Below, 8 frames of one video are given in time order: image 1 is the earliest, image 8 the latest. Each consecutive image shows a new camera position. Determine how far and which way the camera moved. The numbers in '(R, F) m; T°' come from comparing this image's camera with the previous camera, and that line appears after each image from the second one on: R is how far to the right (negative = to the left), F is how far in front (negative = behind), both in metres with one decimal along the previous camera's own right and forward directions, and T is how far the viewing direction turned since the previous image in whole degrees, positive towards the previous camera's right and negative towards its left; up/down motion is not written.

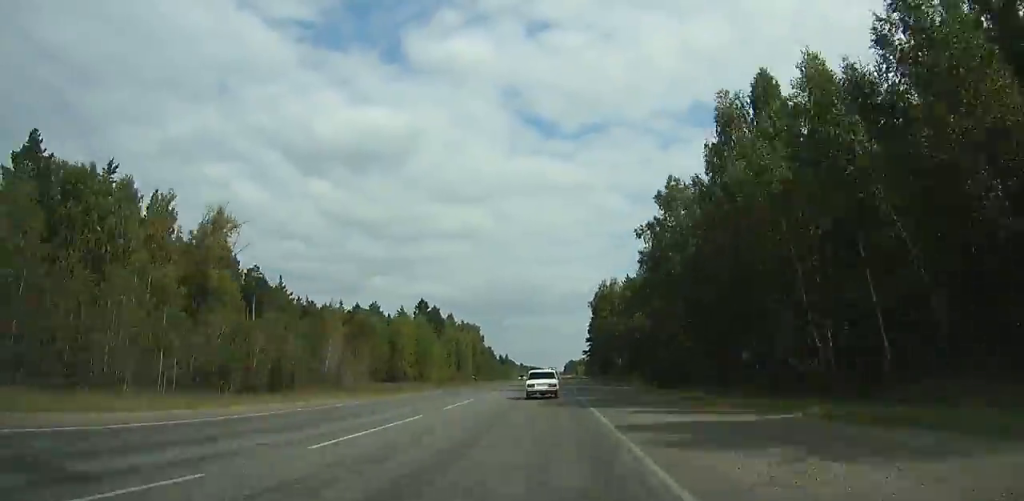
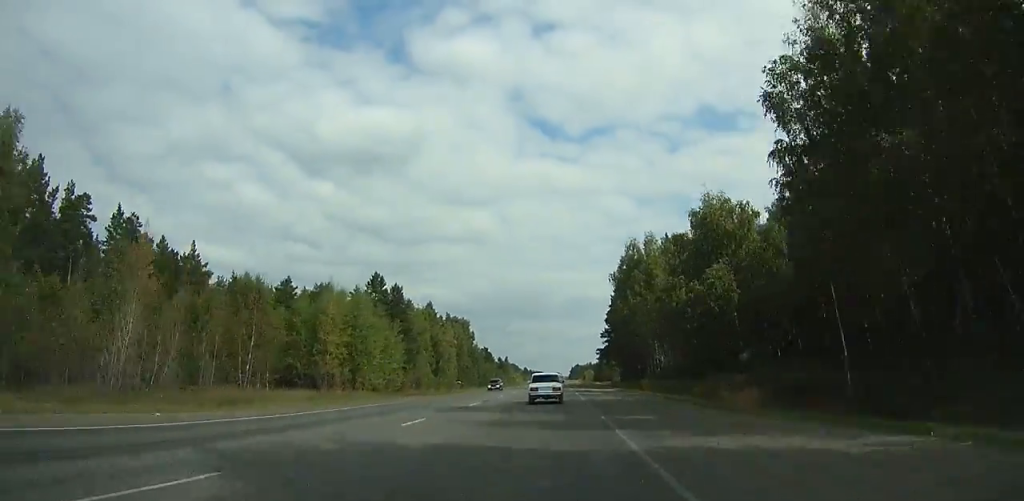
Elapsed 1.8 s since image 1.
(-0.1, +35.5) m; 0°
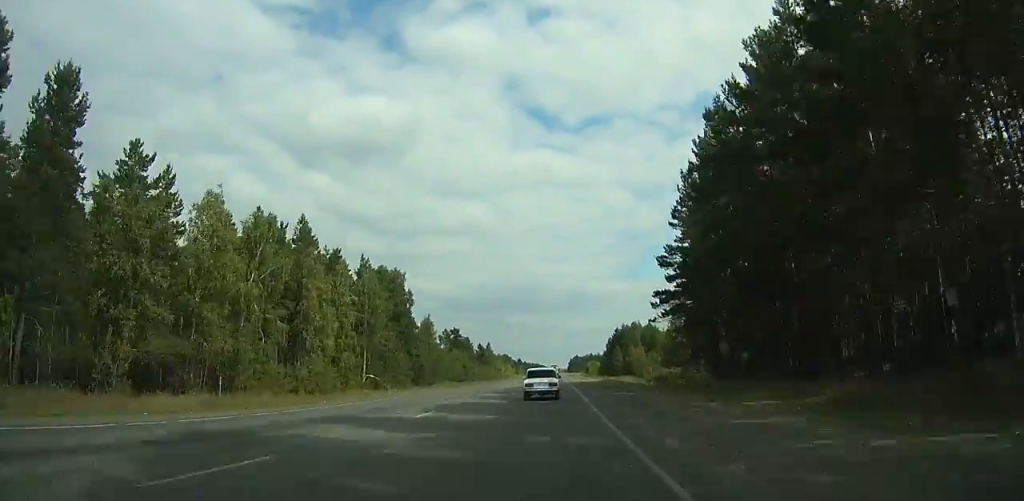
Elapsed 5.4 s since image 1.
(-0.6, +70.2) m; -1°
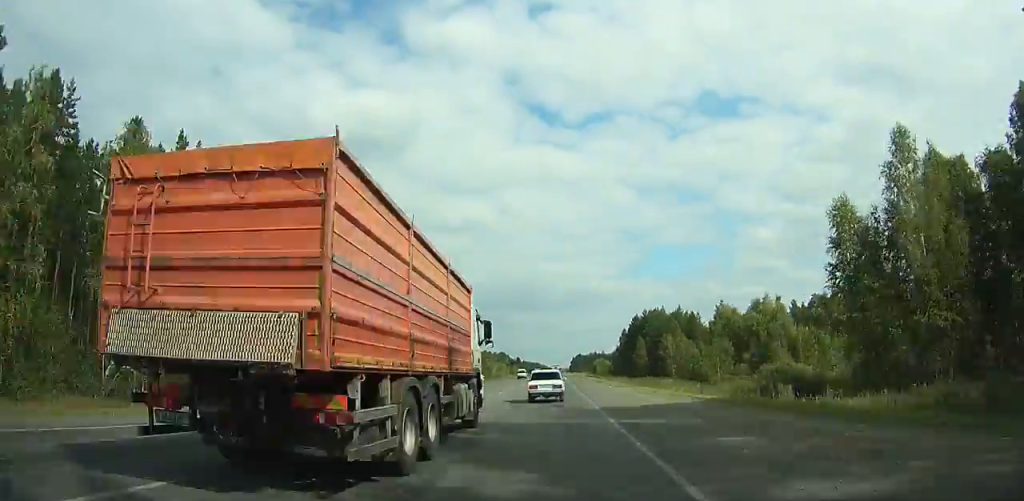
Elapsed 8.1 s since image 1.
(-1.1, +51.5) m; +1°
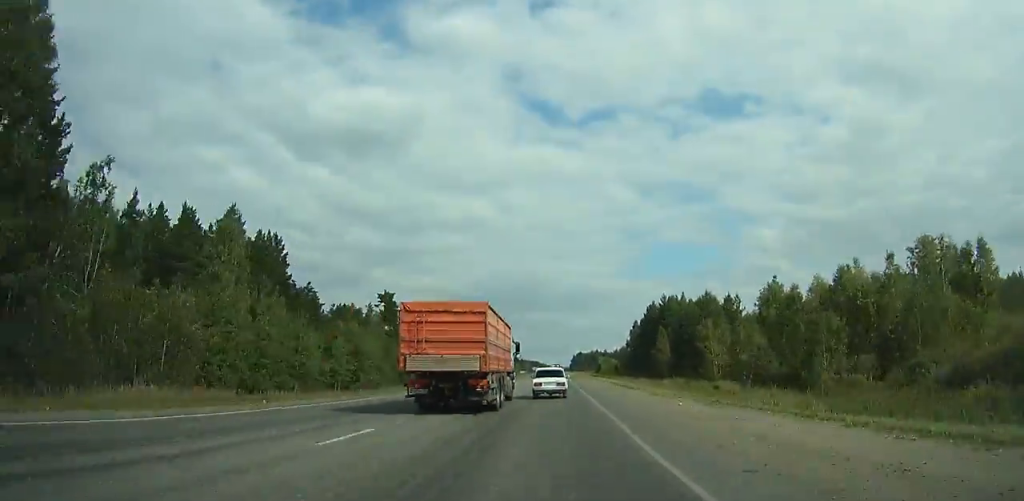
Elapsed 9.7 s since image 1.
(+1.0, +29.9) m; +1°
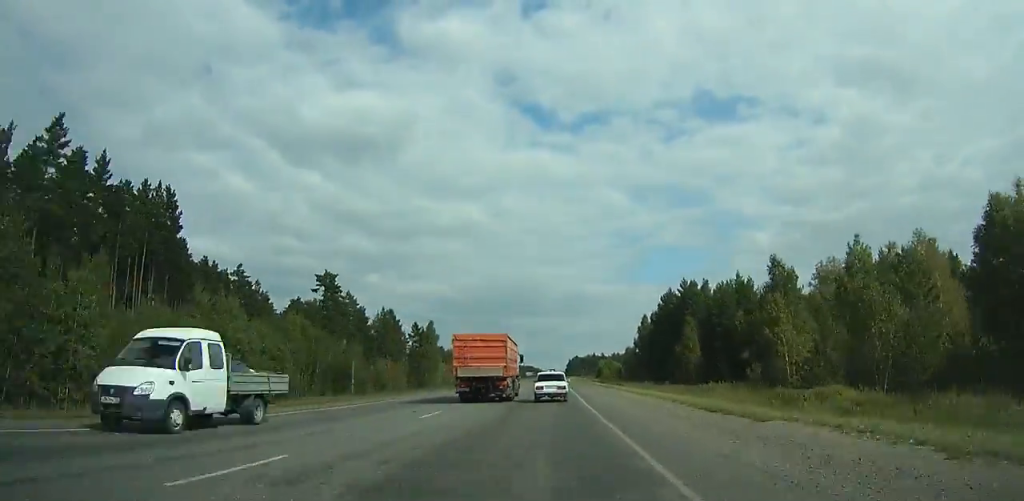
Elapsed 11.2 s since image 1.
(+0.6, +28.0) m; 0°
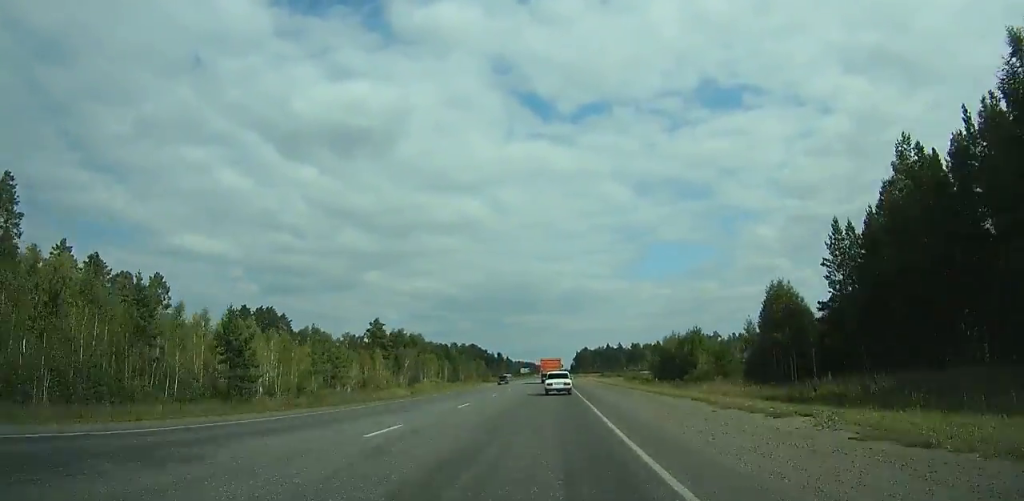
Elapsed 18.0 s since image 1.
(-1.7, +125.8) m; -1°
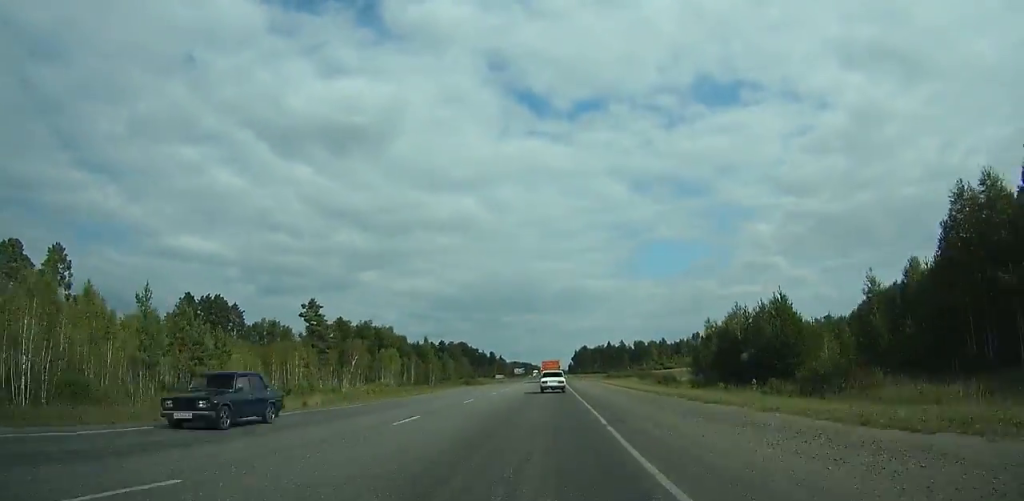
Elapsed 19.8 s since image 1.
(0.0, +33.6) m; 0°
